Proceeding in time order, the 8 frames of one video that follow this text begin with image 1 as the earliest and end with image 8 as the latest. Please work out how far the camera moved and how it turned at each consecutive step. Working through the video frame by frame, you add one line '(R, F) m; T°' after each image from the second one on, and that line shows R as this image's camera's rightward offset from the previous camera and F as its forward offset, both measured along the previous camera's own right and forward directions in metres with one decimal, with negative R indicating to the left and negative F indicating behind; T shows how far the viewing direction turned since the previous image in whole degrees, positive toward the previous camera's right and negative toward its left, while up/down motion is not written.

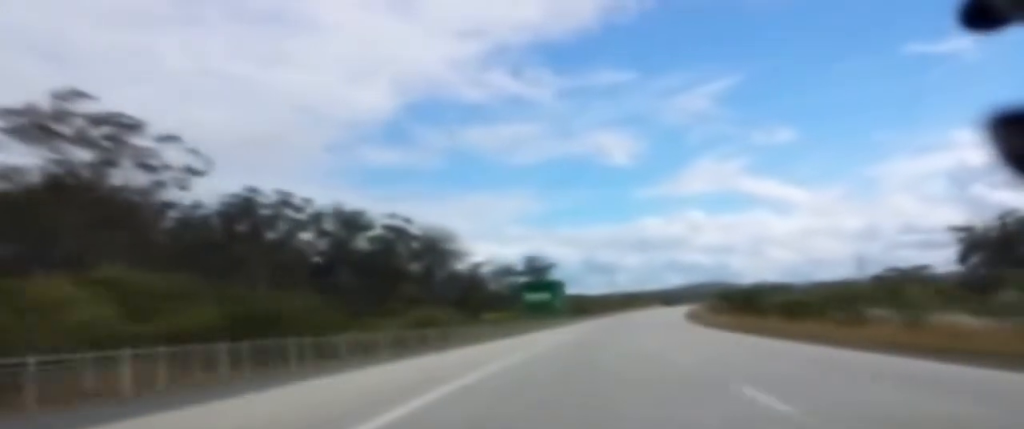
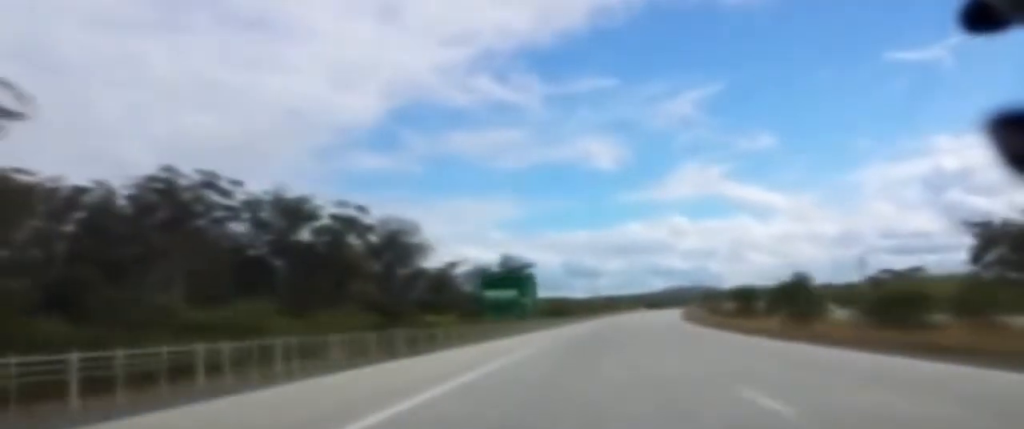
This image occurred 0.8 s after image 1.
(0.0, +24.6) m; 0°
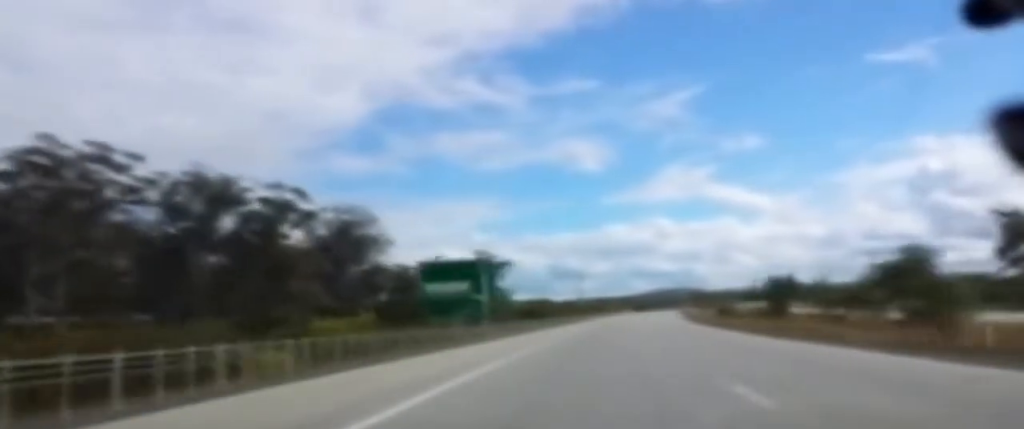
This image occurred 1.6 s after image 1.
(-0.1, +23.6) m; +1°
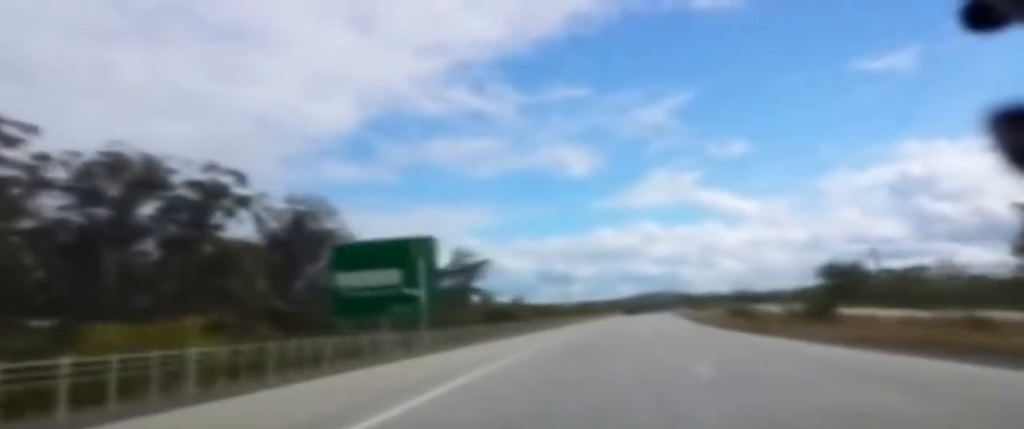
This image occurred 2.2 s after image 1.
(+0.2, +19.4) m; +1°
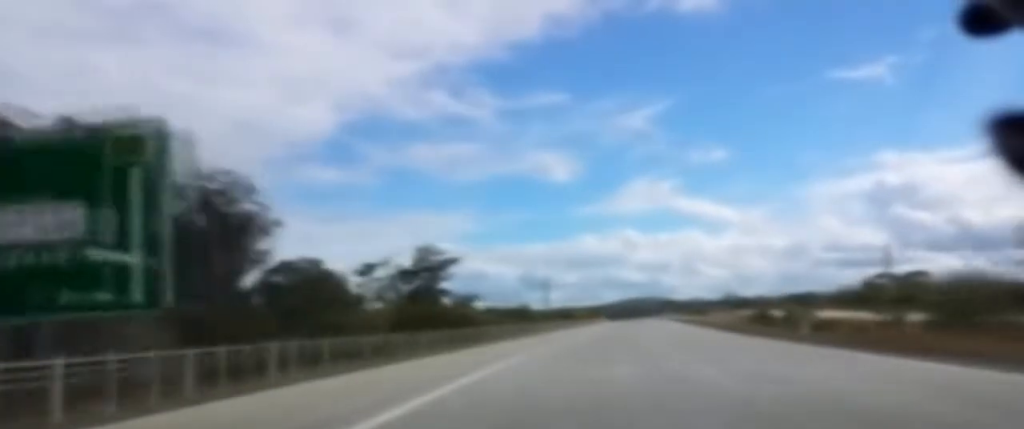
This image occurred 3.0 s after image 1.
(+0.5, +24.4) m; +2°
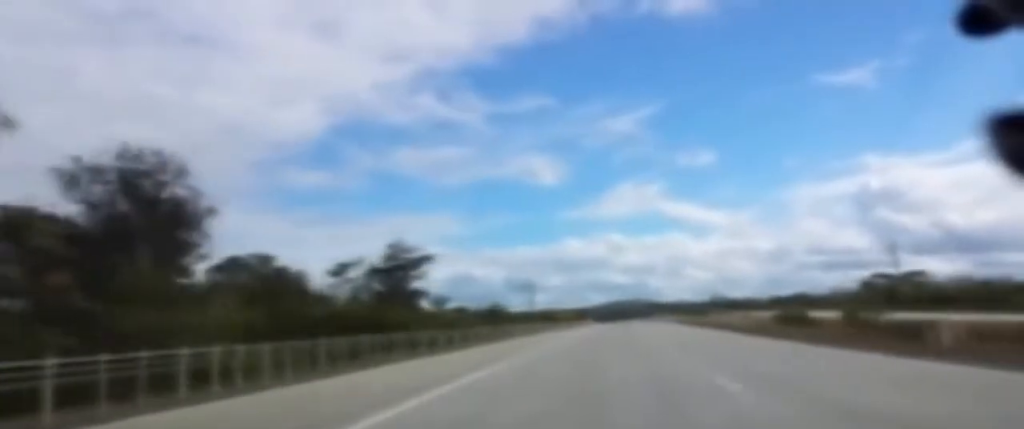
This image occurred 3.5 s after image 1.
(+0.1, +15.2) m; +1°
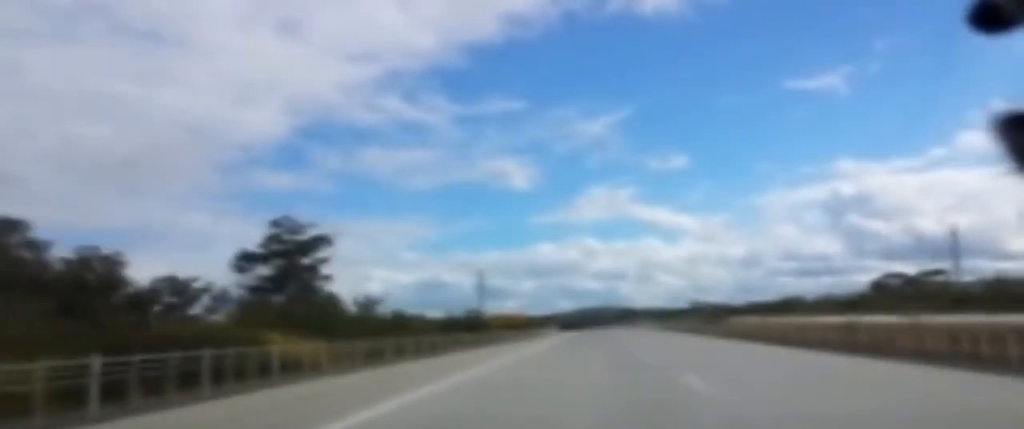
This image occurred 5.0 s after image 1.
(+0.7, +46.5) m; +1°
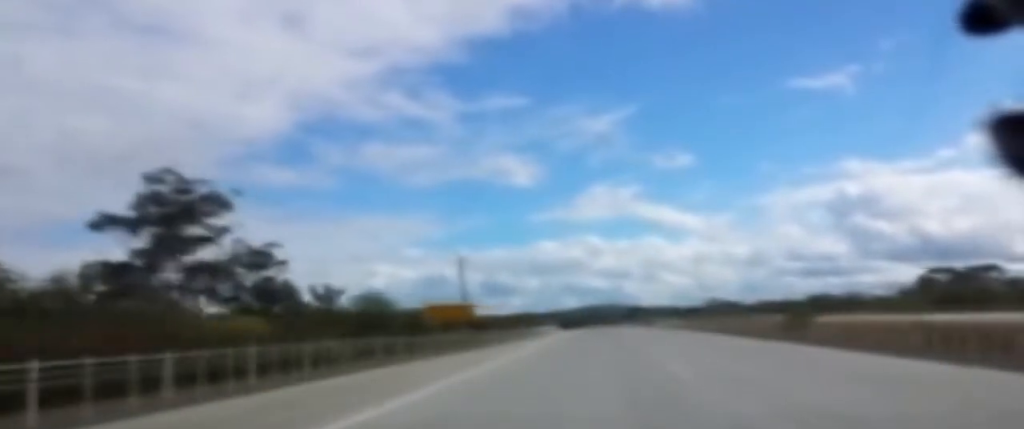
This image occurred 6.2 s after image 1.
(+0.4, +34.3) m; +1°
